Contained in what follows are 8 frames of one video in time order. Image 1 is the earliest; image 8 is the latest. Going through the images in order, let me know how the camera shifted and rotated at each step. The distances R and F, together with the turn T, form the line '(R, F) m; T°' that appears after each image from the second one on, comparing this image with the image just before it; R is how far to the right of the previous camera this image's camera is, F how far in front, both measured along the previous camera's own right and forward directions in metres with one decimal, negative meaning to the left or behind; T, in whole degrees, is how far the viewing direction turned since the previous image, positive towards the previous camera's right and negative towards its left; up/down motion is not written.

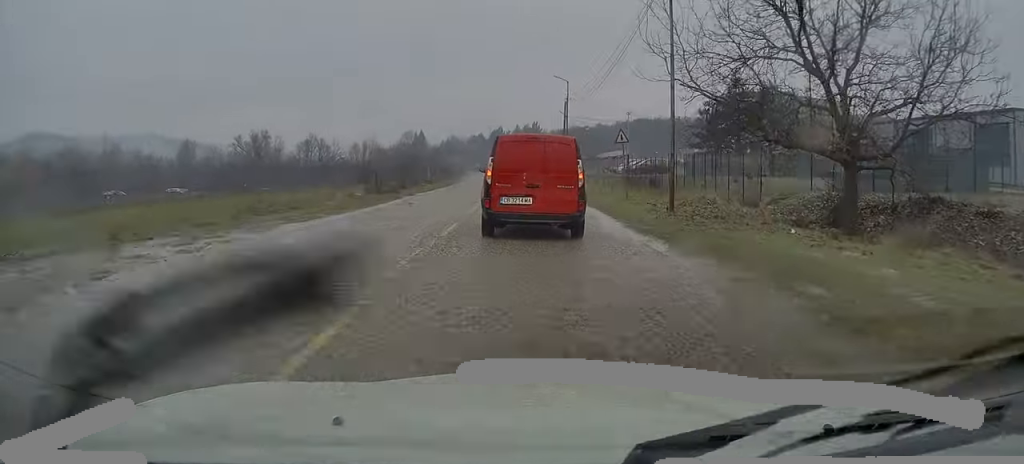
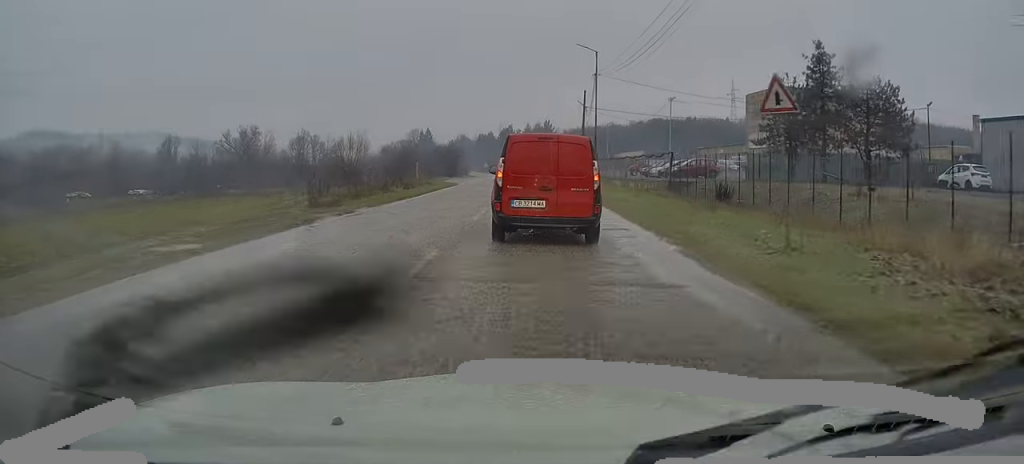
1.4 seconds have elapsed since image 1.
(0.0, +13.8) m; -1°
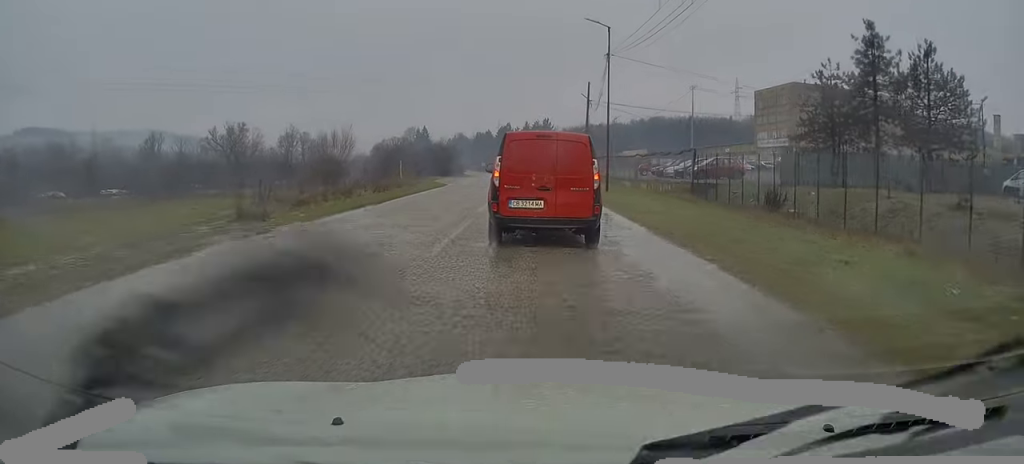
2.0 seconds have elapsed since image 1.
(0.0, +6.6) m; 0°
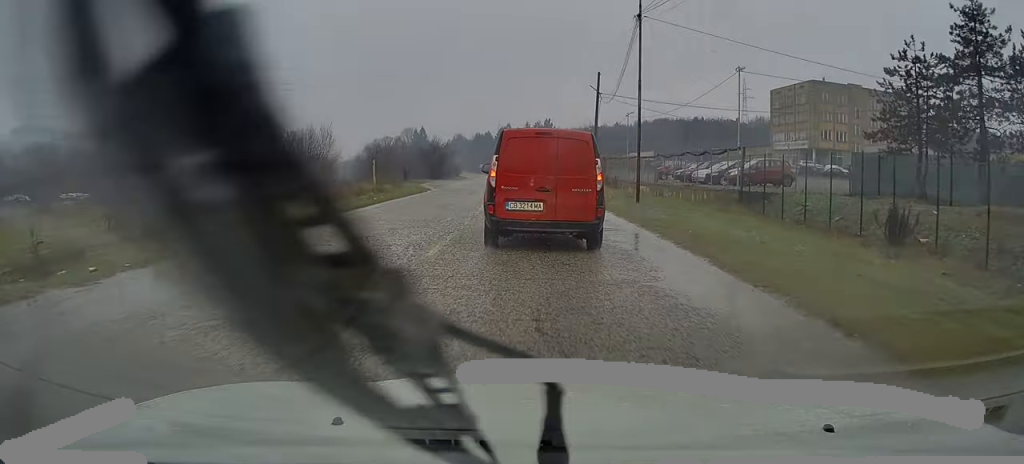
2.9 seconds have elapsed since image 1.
(-0.1, +8.8) m; 0°
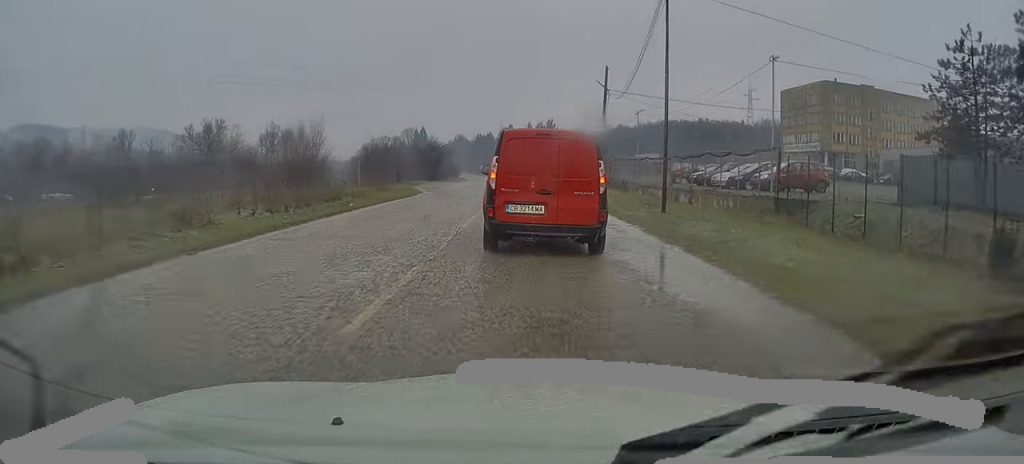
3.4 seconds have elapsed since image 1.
(+0.1, +4.1) m; 0°
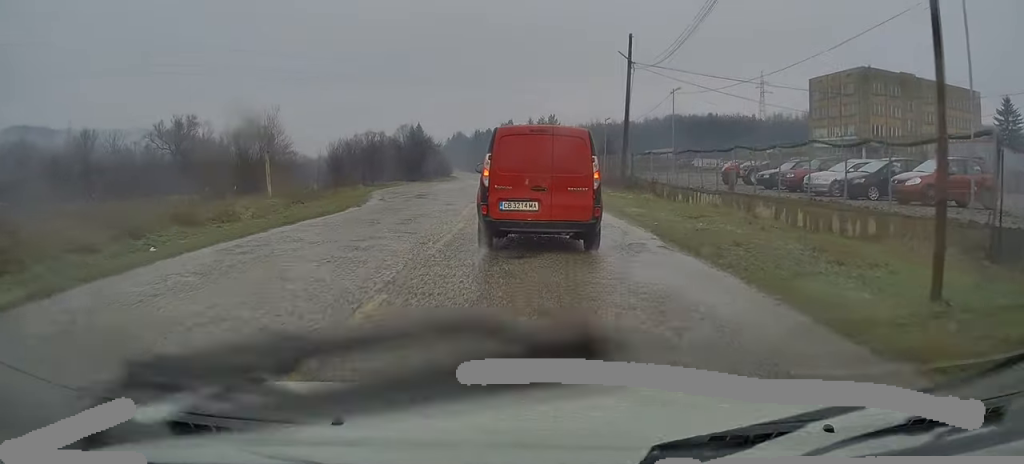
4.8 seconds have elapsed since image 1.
(-0.1, +13.3) m; -1°
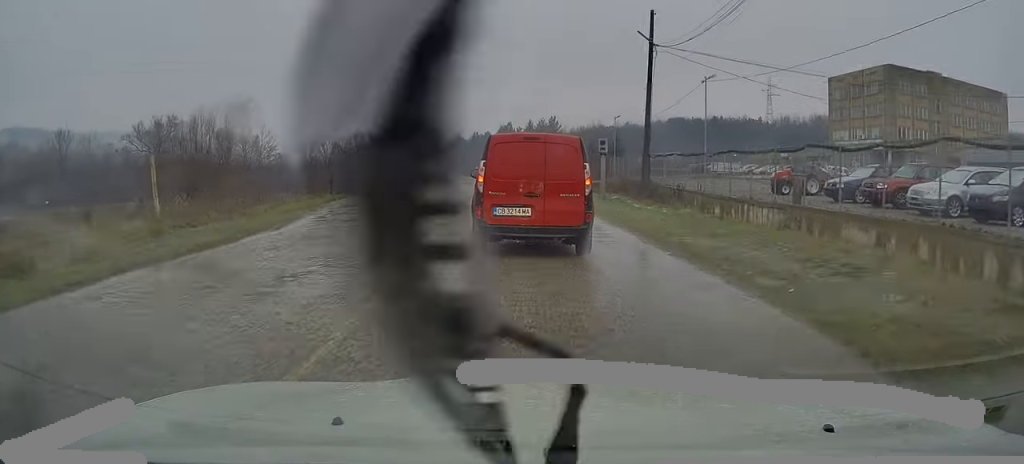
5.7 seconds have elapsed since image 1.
(0.0, +7.9) m; +1°
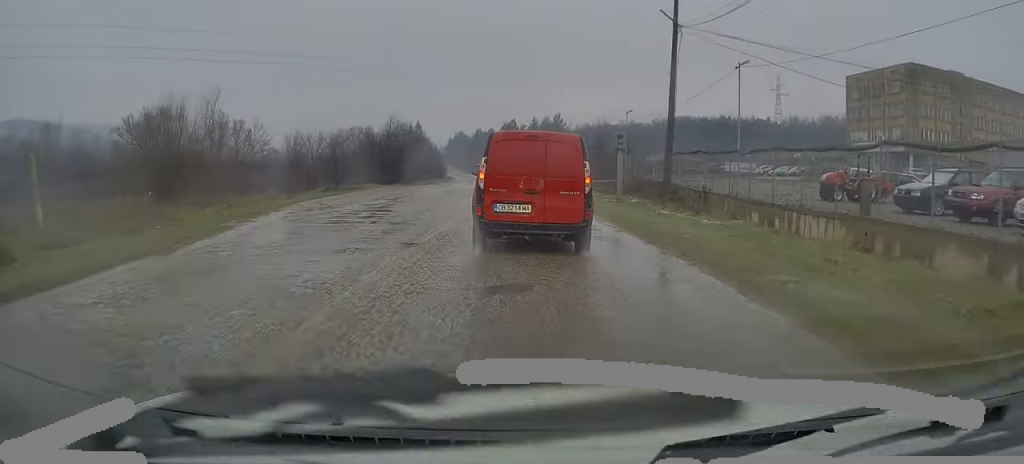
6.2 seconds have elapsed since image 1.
(0.0, +4.9) m; 0°
